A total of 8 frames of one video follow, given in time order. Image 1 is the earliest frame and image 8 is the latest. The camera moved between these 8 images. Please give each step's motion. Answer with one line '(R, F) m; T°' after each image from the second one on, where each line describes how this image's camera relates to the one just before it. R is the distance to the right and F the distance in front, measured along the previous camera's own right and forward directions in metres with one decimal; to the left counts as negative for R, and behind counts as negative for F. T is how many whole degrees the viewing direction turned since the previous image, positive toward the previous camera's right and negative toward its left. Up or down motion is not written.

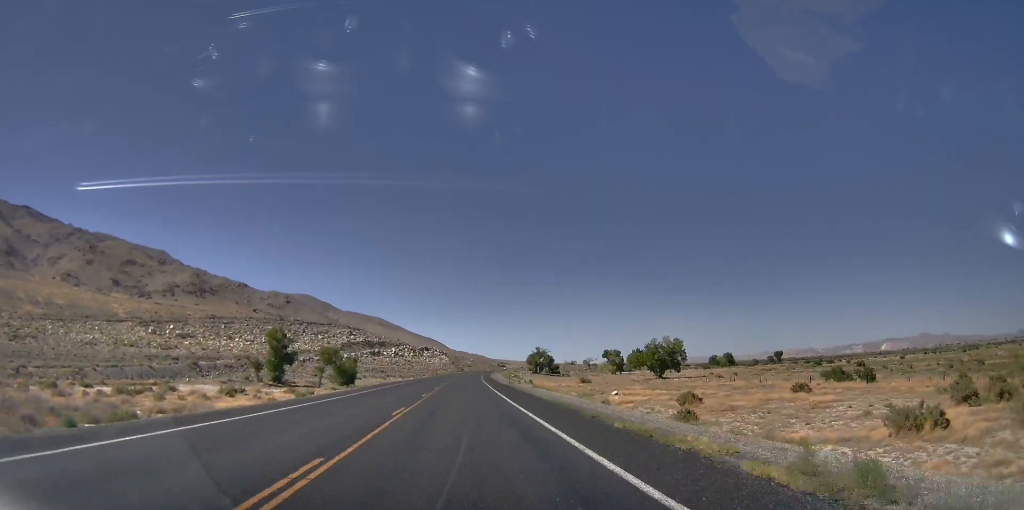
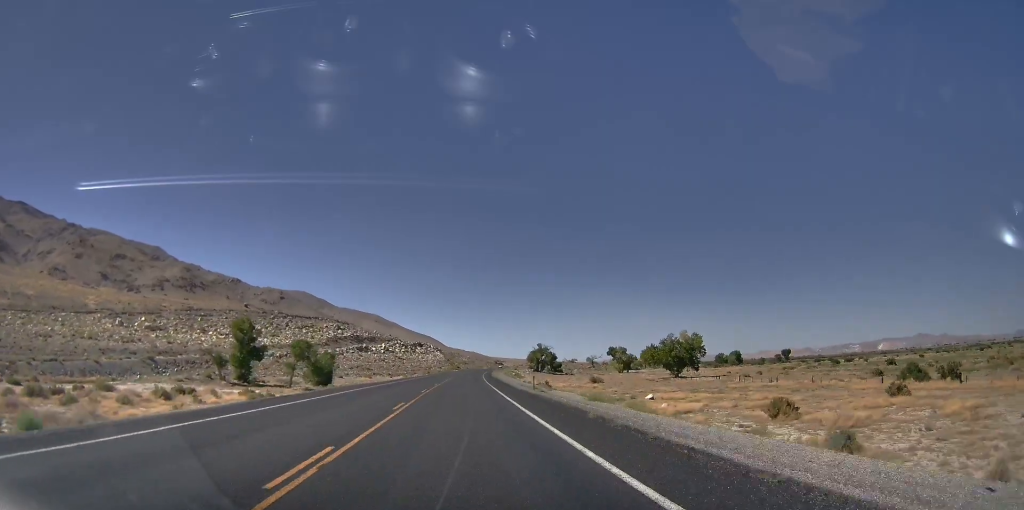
(+0.2, +23.1) m; +1°
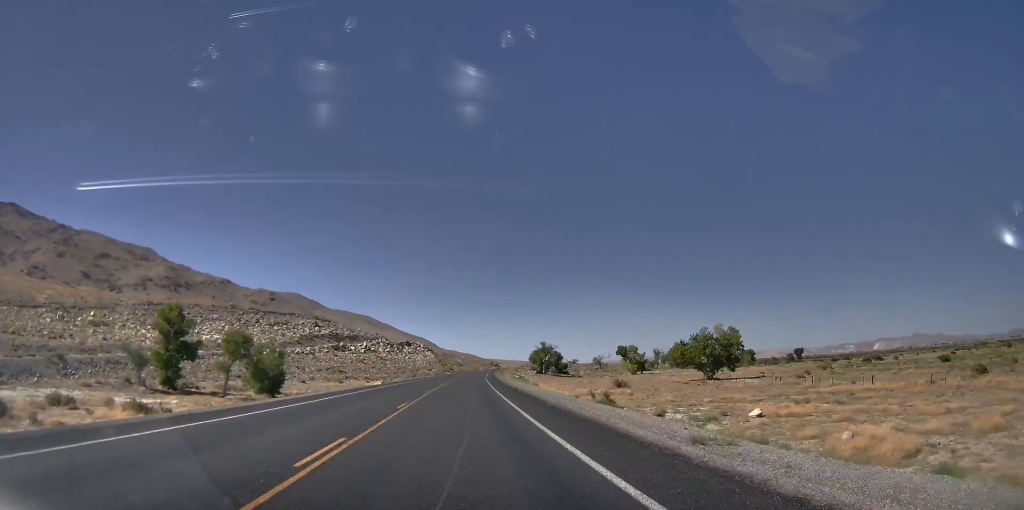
(+0.4, +32.6) m; +1°
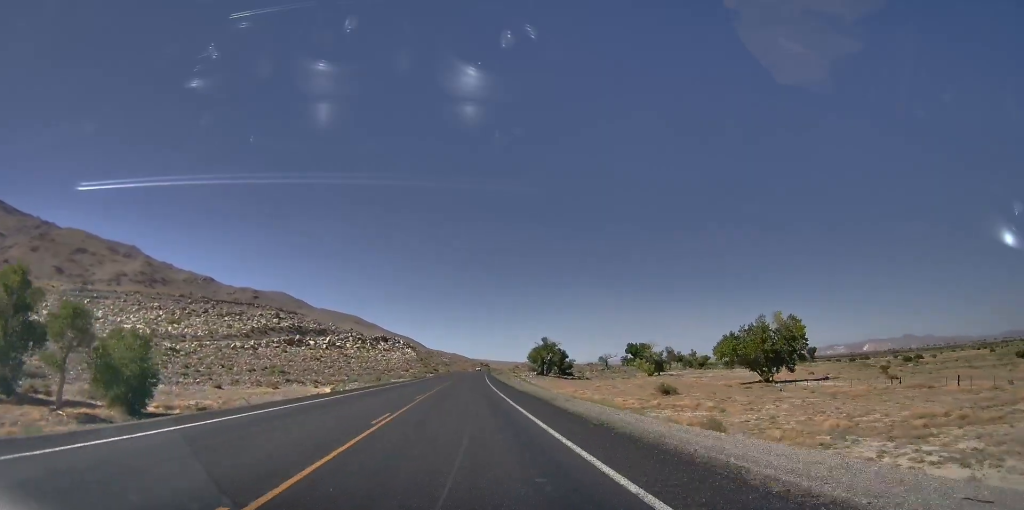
(-0.1, +42.1) m; -2°
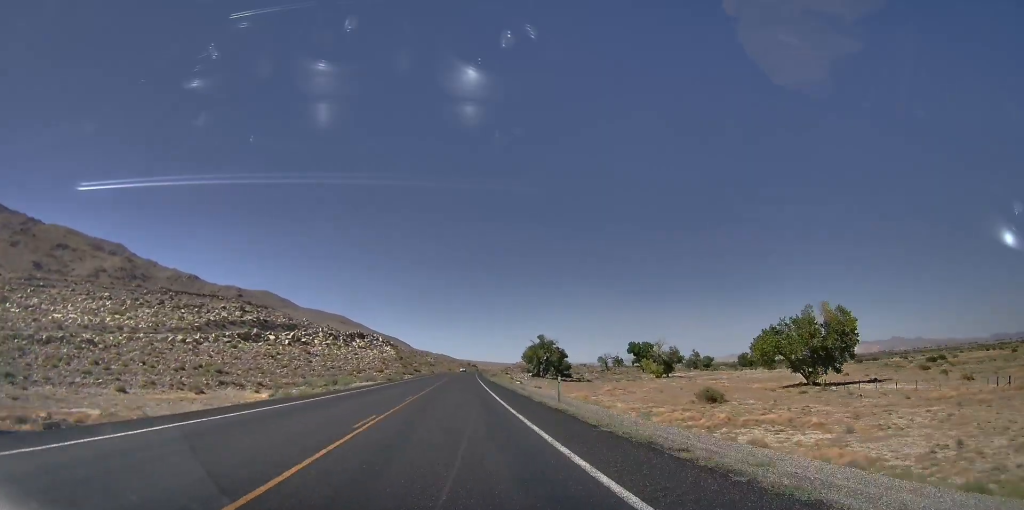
(-0.8, +25.4) m; -2°
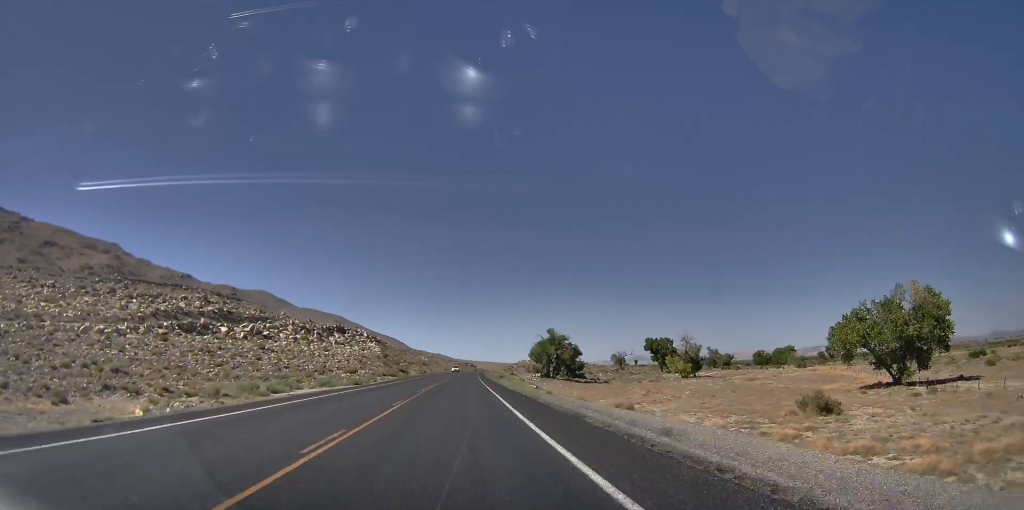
(-0.4, +28.5) m; 0°
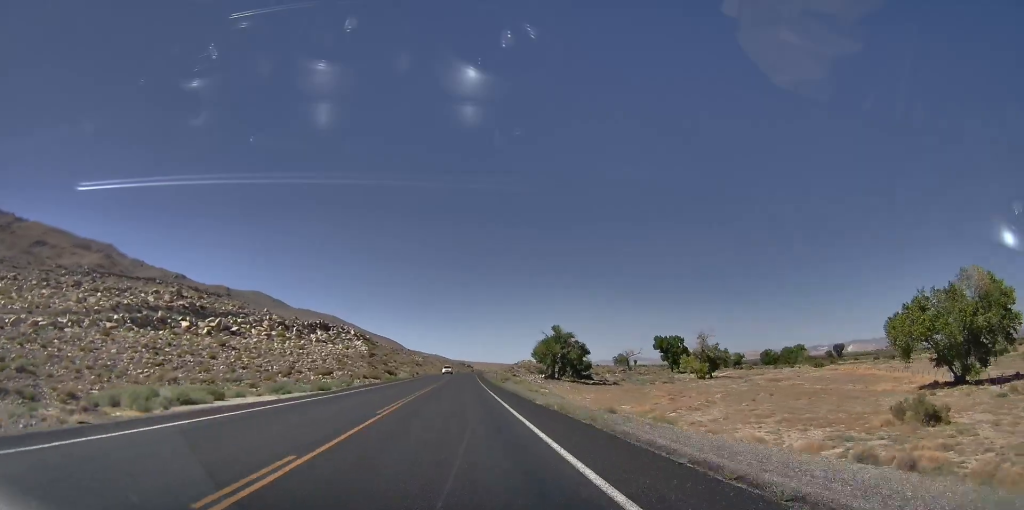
(0.0, +15.9) m; 0°
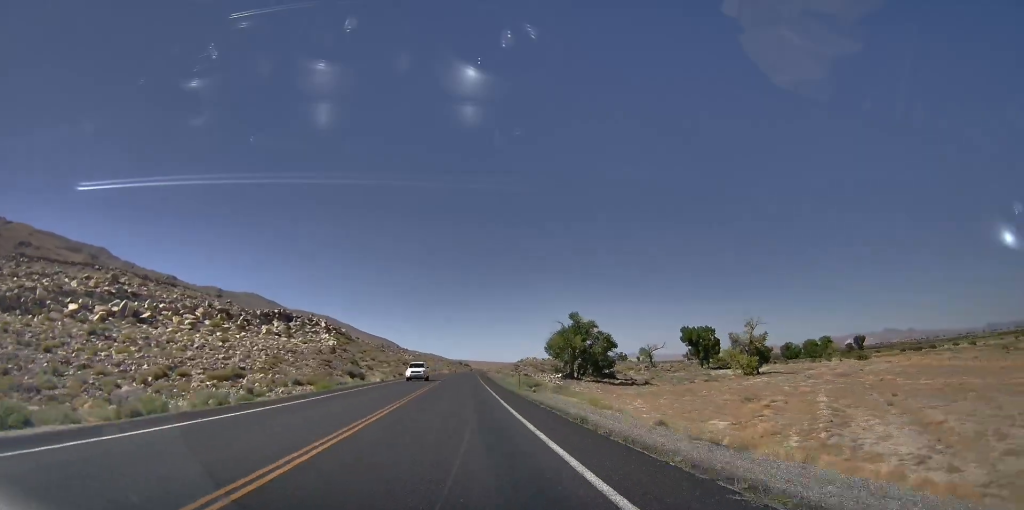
(+0.5, +31.7) m; +1°
